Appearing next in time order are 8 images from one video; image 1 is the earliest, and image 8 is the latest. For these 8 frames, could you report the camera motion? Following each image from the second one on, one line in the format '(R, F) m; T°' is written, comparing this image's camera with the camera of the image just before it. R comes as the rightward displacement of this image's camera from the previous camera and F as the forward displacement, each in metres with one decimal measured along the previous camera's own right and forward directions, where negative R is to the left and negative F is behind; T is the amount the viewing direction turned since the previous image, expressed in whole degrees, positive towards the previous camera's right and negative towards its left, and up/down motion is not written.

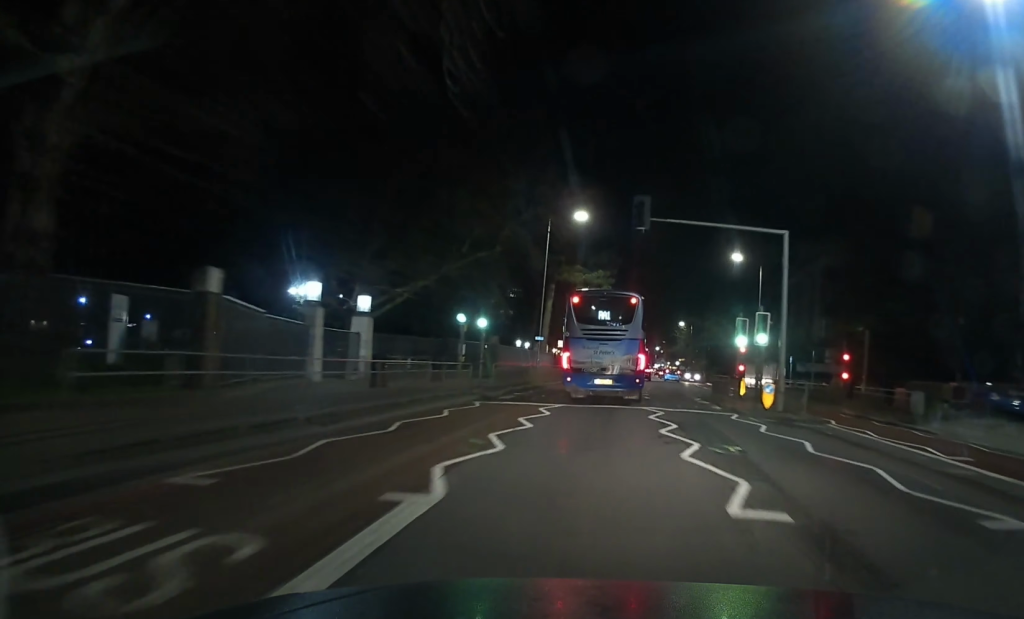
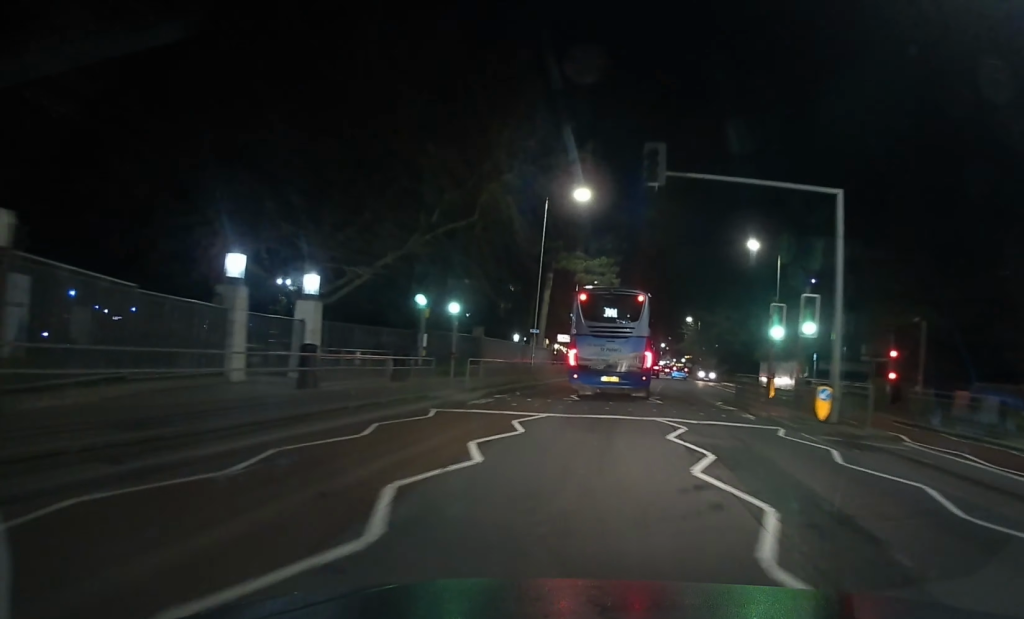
(+0.1, +5.9) m; -1°
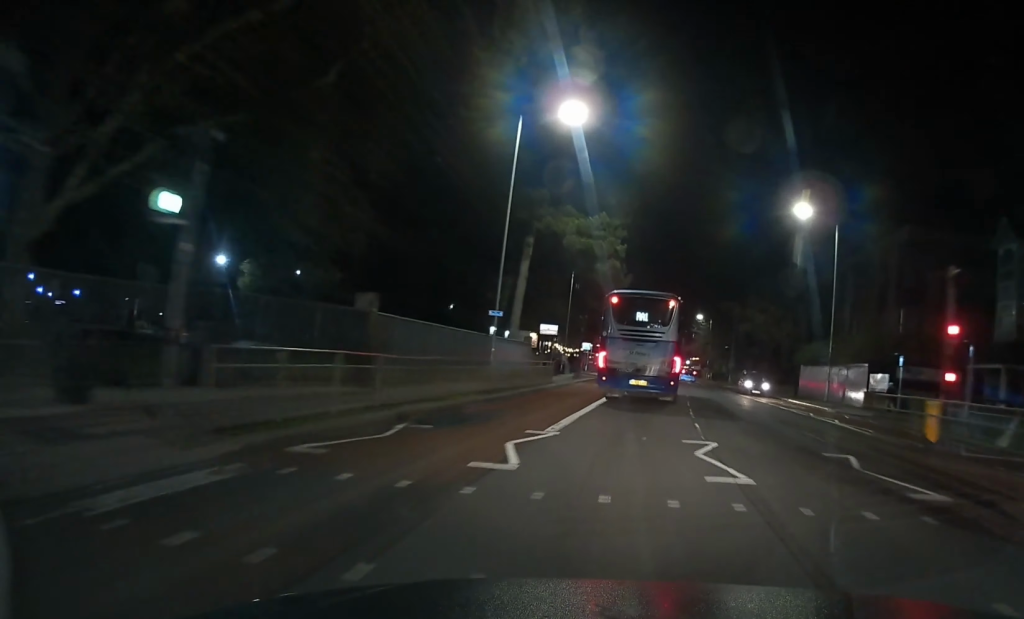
(-0.3, +16.2) m; +1°
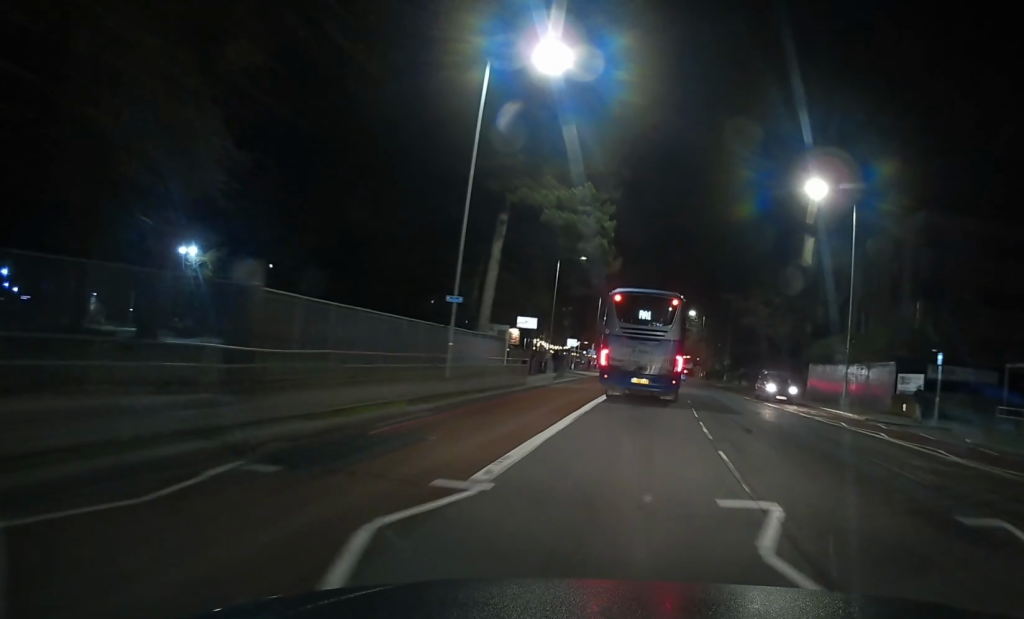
(+0.2, +6.1) m; +1°
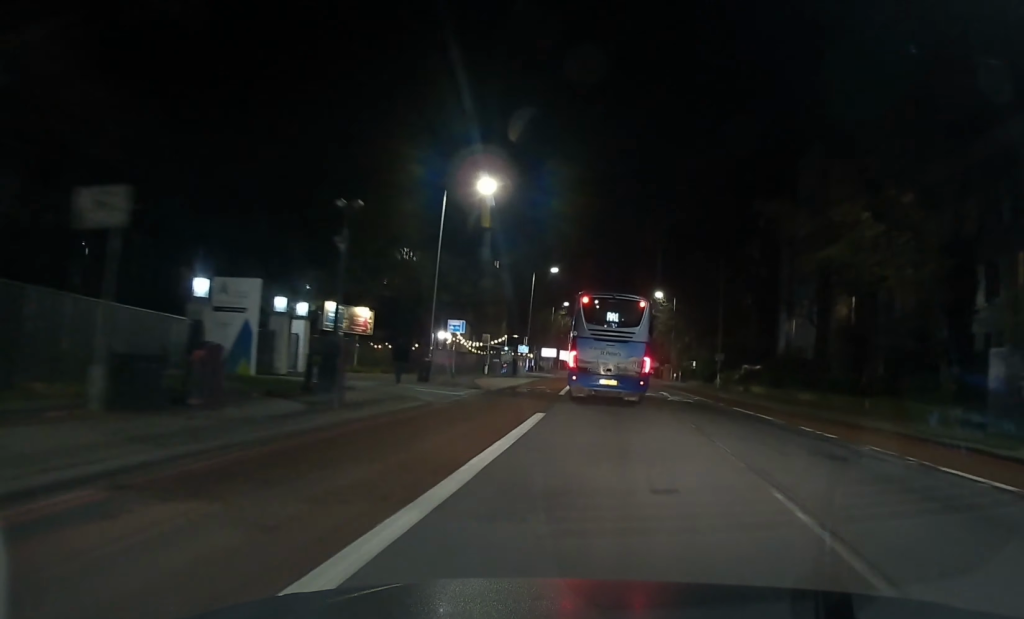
(+1.1, +33.1) m; +3°
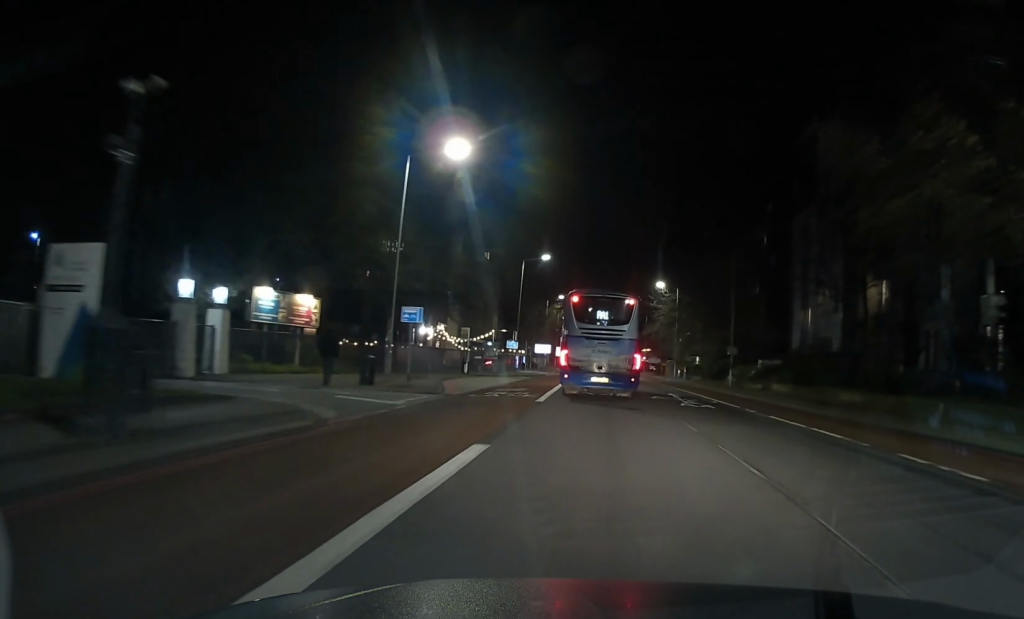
(-0.1, +8.0) m; 0°
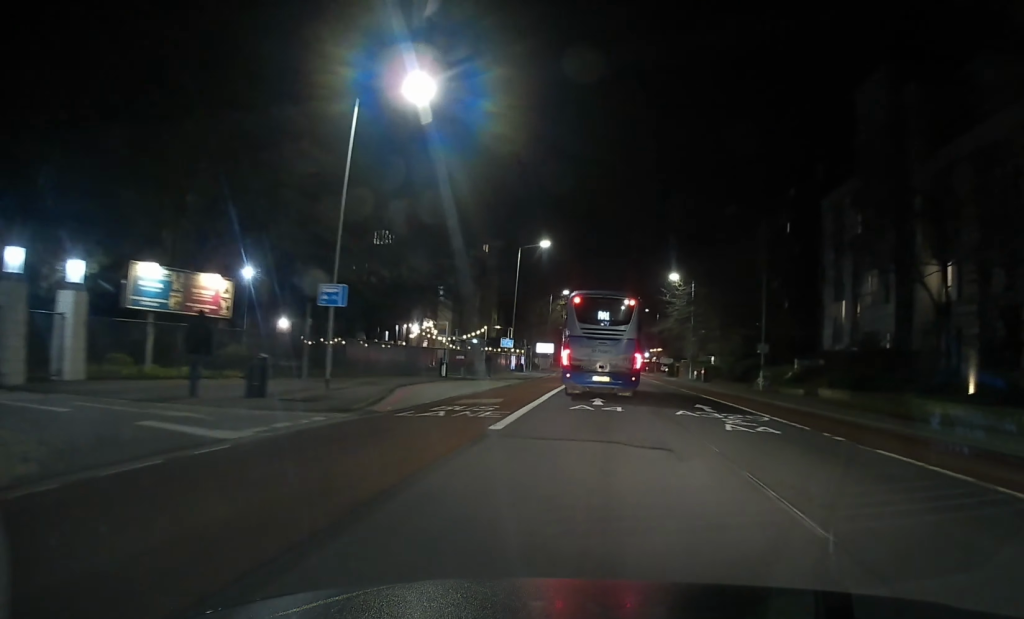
(+0.3, +9.4) m; 0°
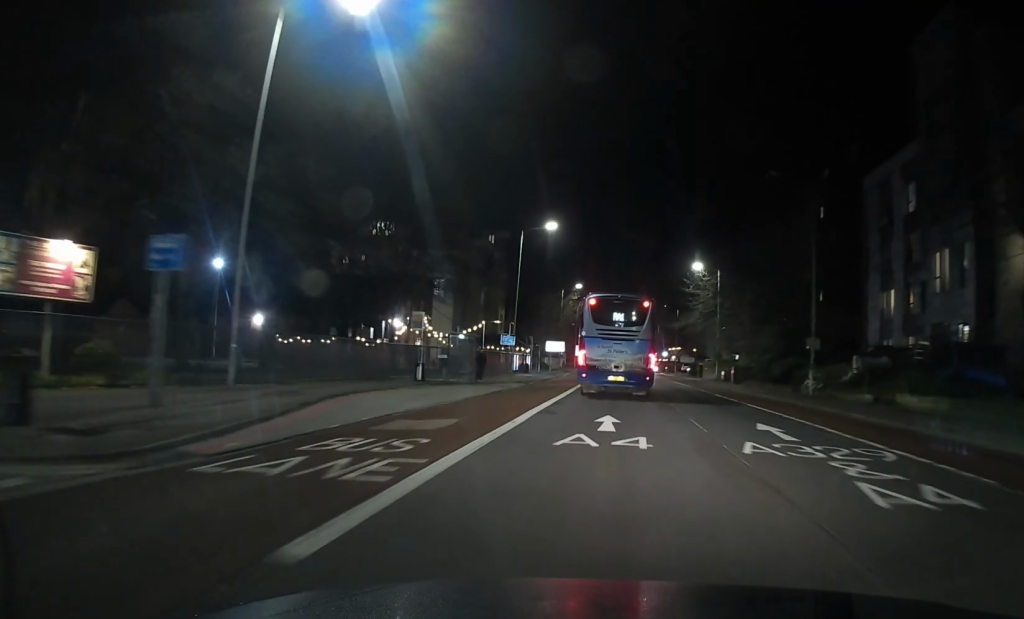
(-0.3, +9.2) m; -2°
